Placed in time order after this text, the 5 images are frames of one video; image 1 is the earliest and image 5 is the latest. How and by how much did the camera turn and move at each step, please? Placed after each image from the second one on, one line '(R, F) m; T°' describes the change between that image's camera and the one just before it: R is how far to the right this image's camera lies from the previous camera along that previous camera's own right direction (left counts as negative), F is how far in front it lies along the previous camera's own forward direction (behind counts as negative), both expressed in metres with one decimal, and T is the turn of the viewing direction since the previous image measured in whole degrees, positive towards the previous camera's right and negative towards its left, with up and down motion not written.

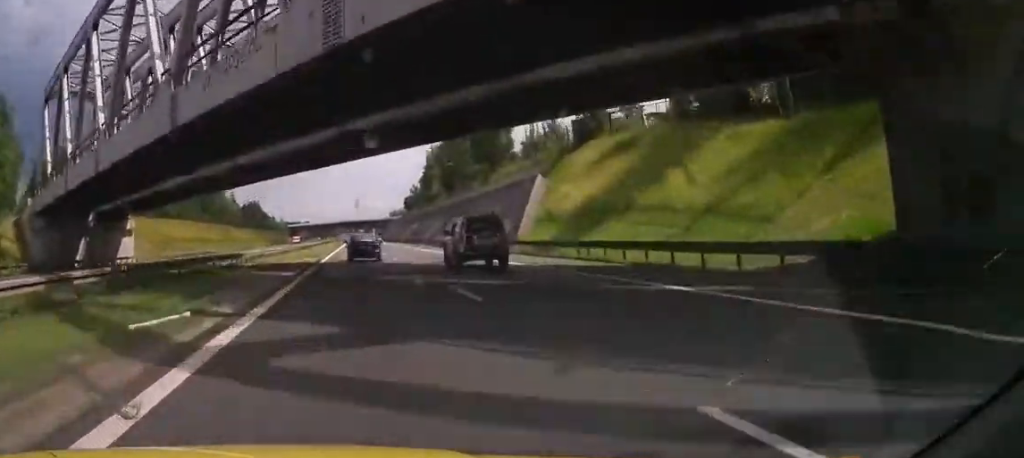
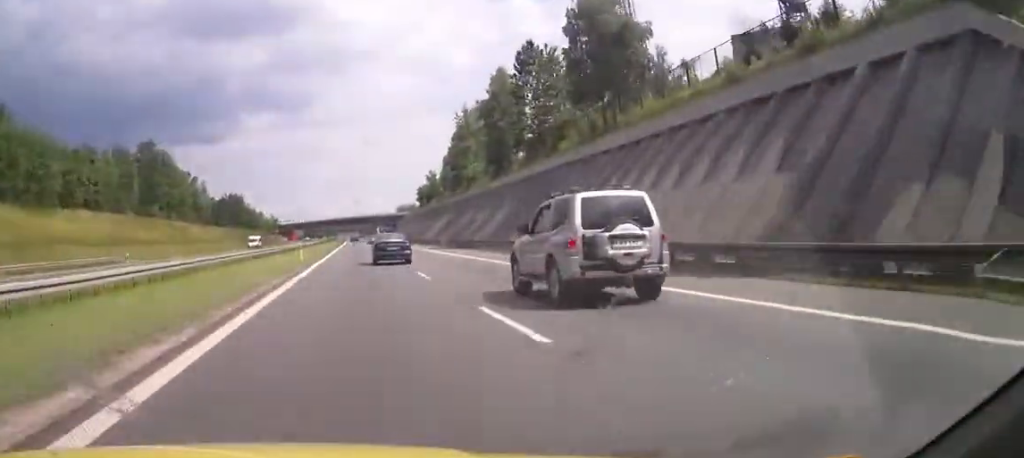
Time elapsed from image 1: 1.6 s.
(0.0, +54.1) m; 0°
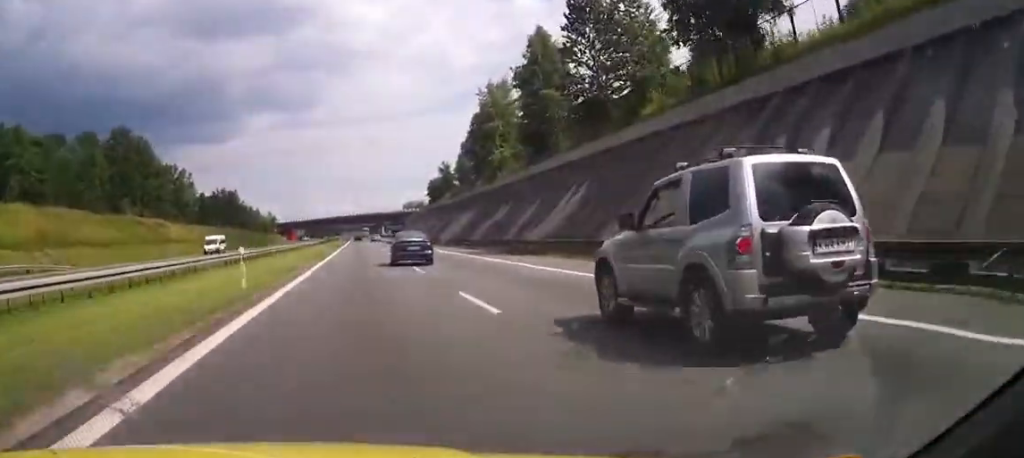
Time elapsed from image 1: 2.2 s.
(+0.1, +21.1) m; -1°
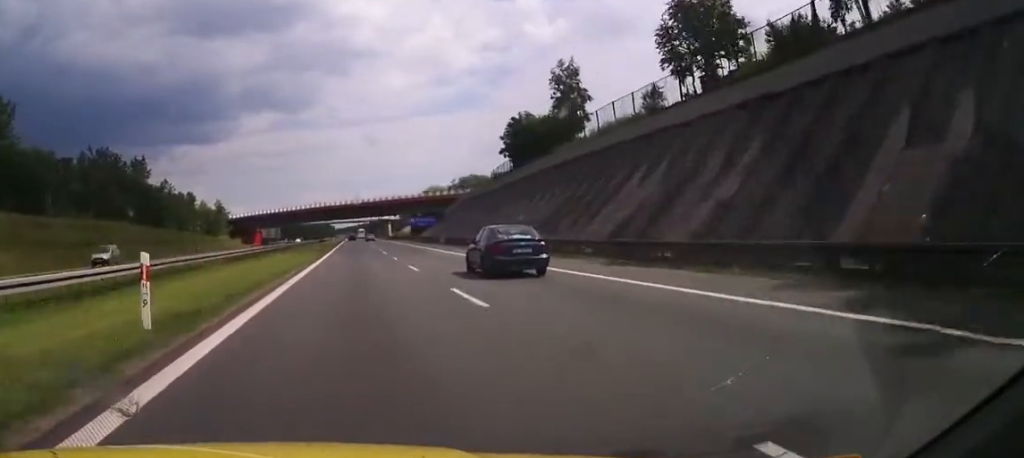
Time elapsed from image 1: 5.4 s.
(-1.3, +104.6) m; 0°
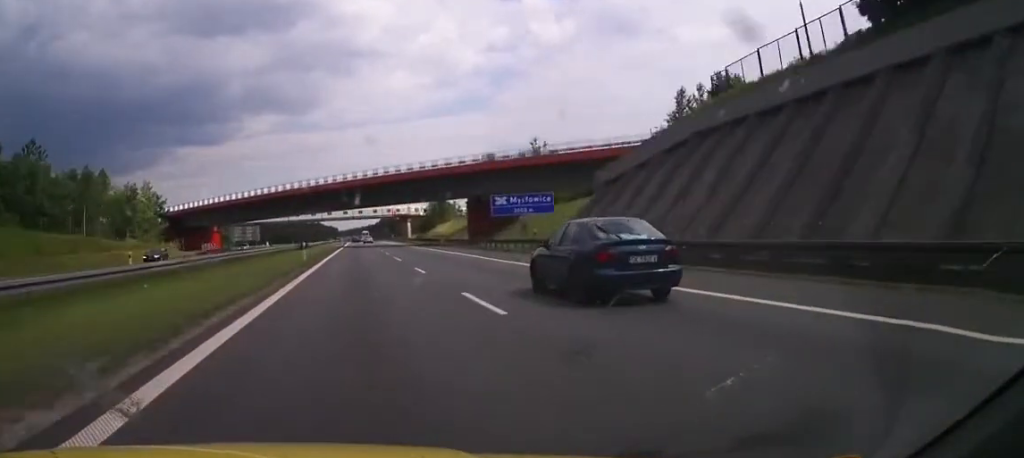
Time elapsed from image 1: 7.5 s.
(-1.2, +70.5) m; -1°
